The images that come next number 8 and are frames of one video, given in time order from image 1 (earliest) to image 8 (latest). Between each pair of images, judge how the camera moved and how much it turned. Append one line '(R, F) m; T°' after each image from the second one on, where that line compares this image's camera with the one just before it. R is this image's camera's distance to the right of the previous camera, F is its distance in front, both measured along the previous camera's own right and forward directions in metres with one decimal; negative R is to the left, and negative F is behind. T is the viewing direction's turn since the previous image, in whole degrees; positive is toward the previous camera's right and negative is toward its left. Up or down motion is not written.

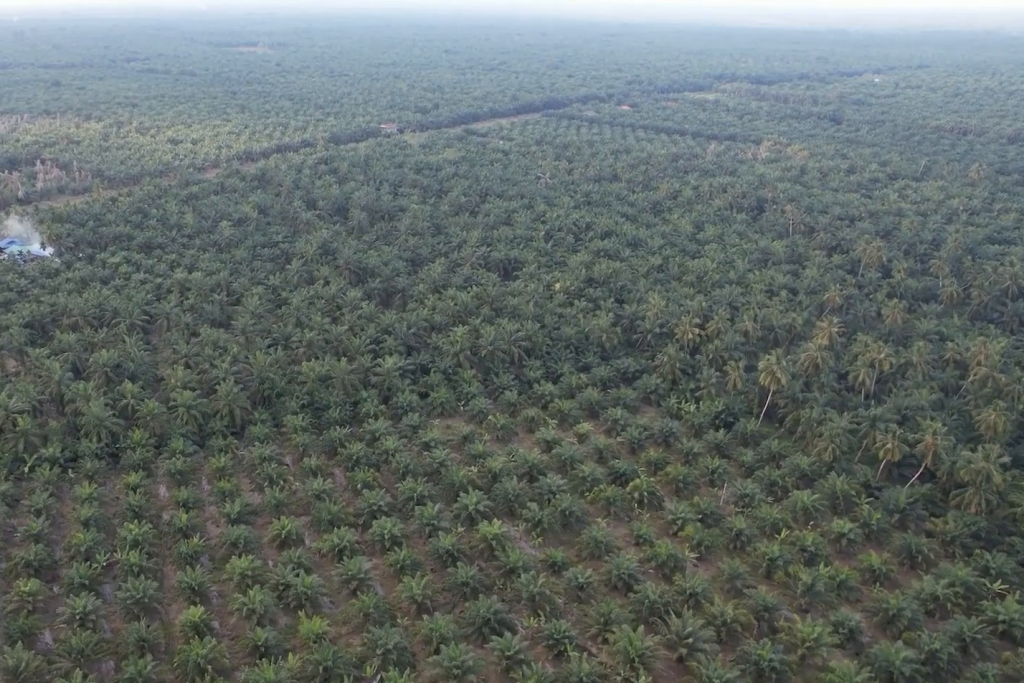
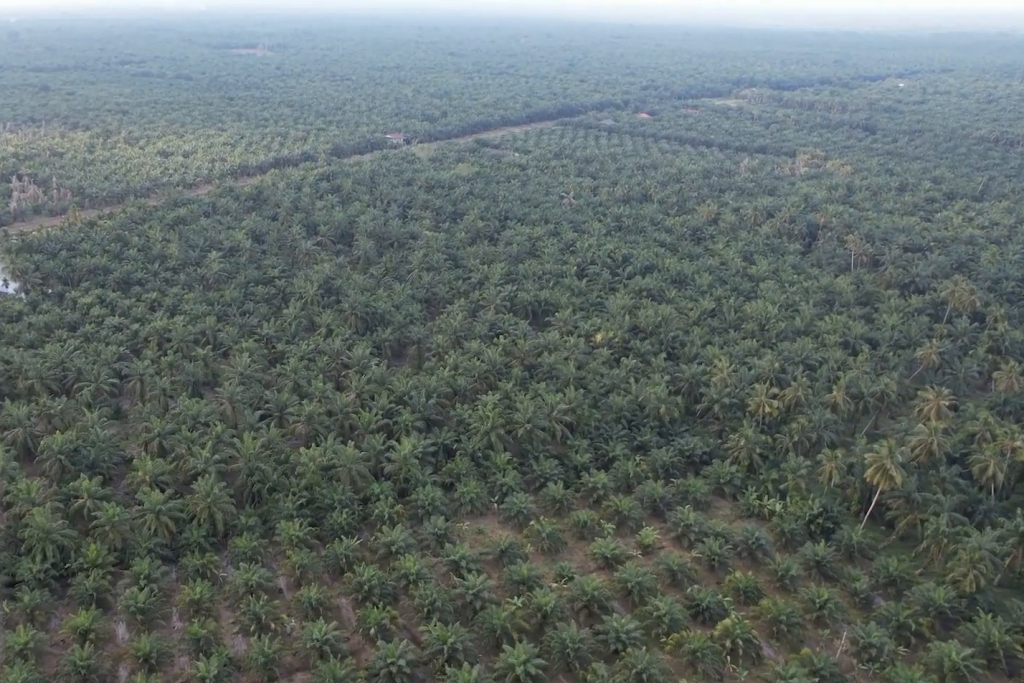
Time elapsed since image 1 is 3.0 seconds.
(0.0, +42.3) m; 0°
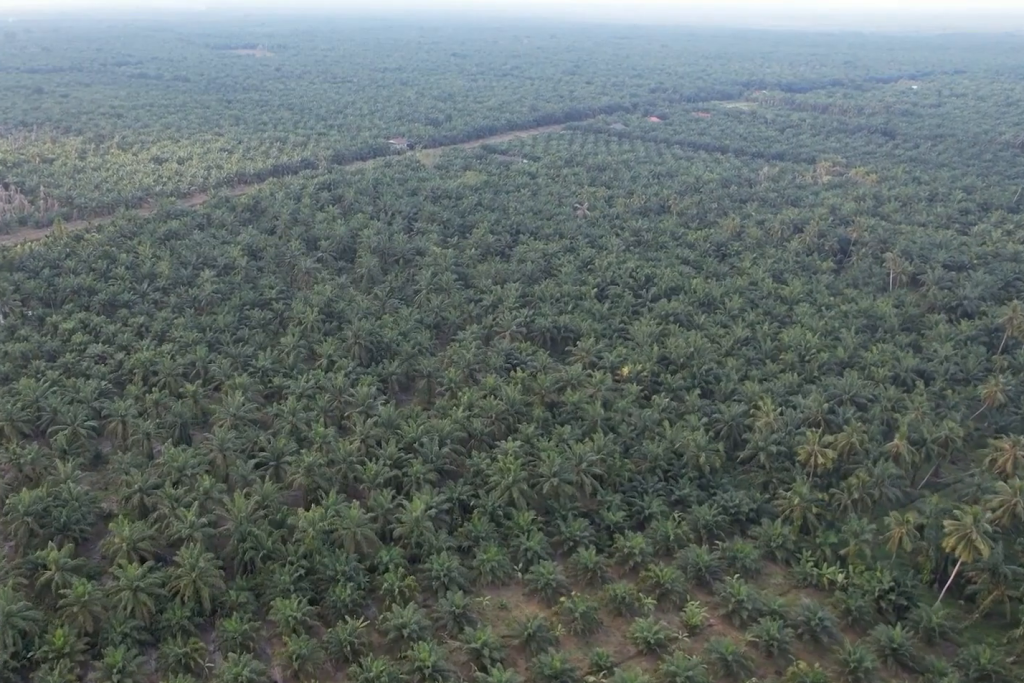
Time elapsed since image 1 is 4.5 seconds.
(0.0, +22.1) m; 0°
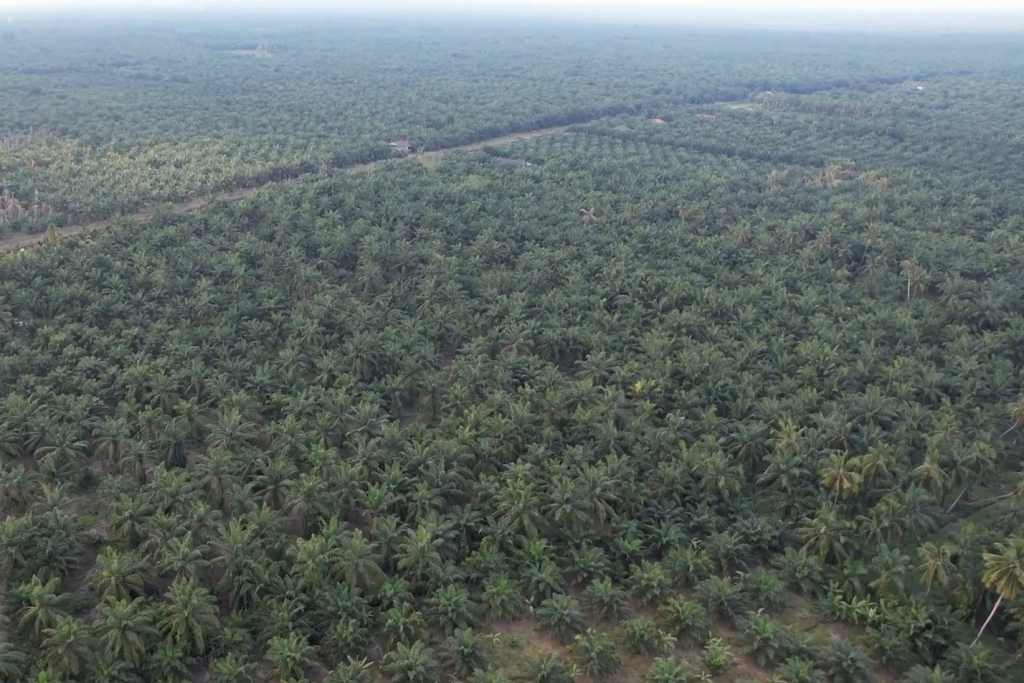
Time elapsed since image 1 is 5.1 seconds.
(0.0, +8.9) m; 0°
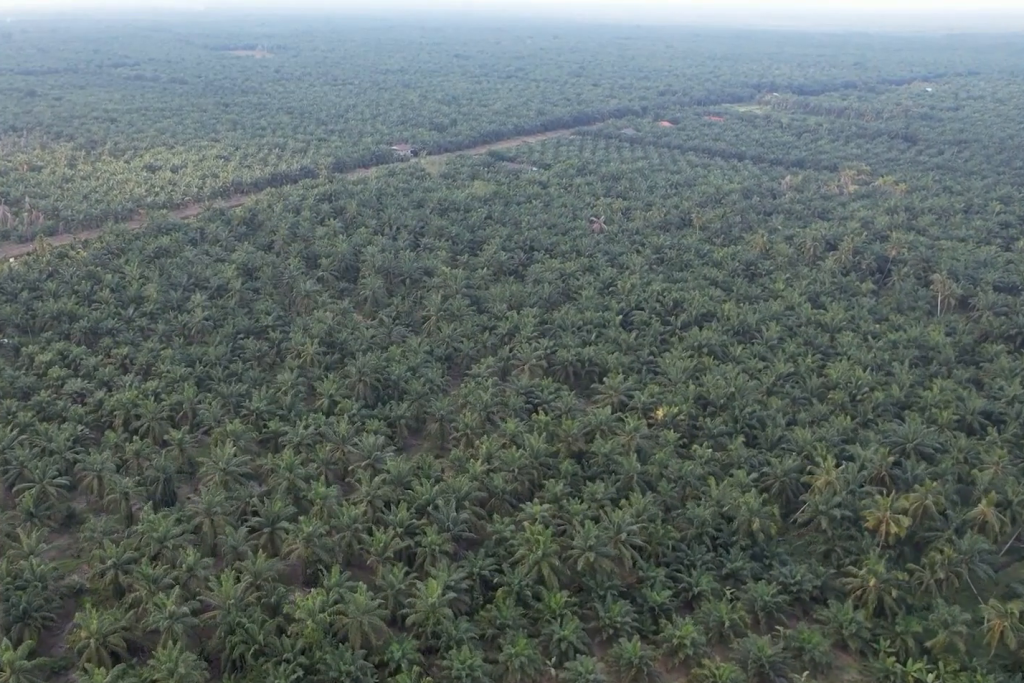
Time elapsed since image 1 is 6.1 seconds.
(0.0, +14.3) m; 0°
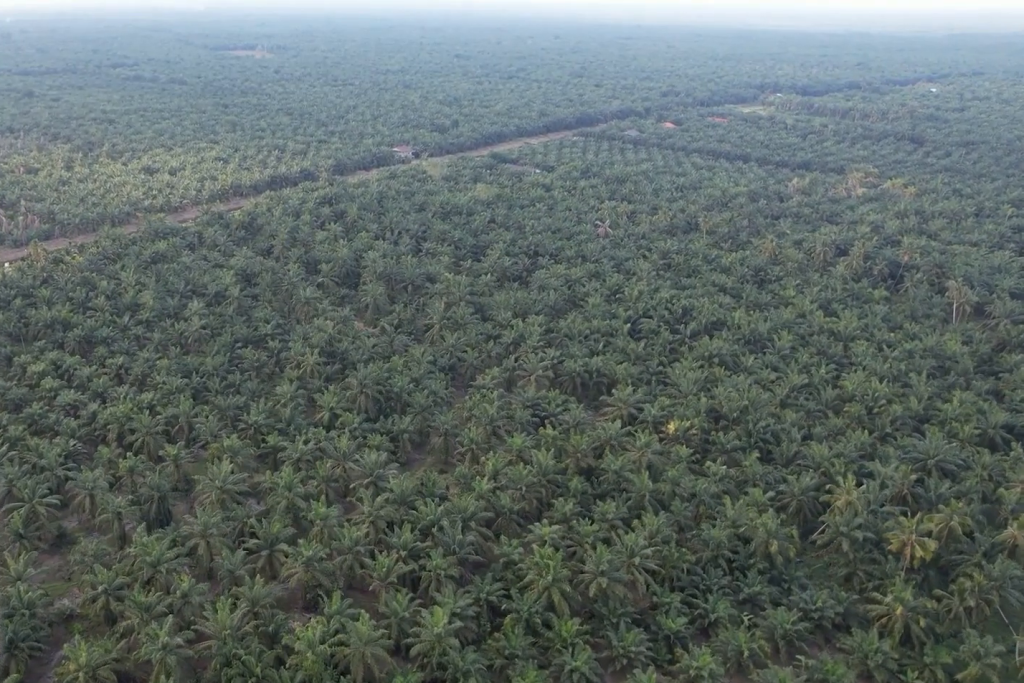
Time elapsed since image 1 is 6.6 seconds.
(0.0, +6.6) m; 0°
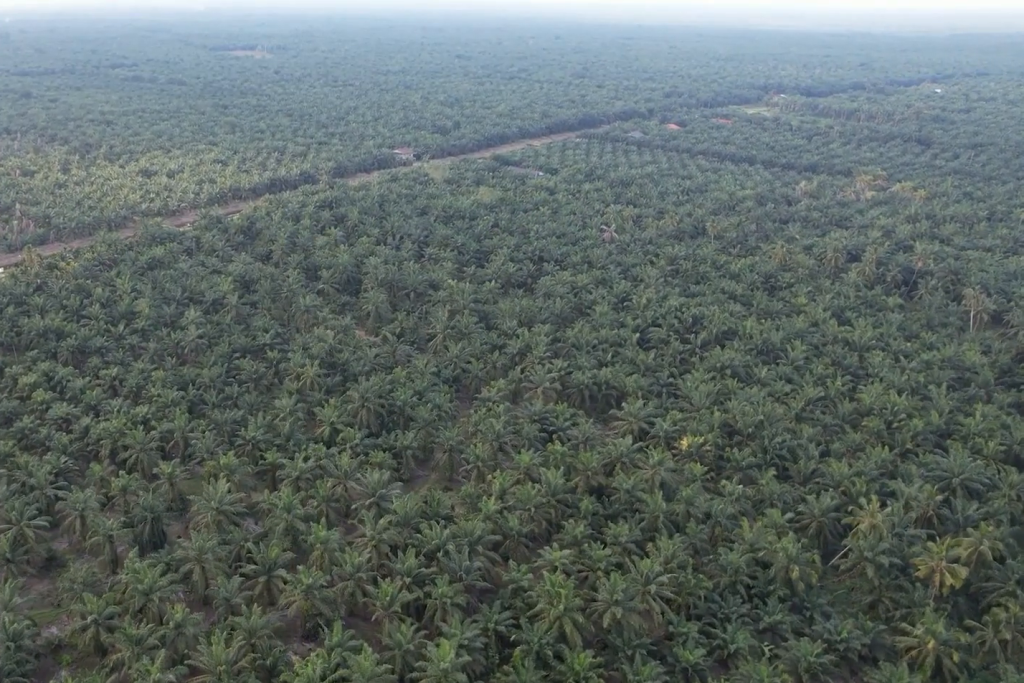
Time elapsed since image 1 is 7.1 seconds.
(0.0, +7.2) m; 0°
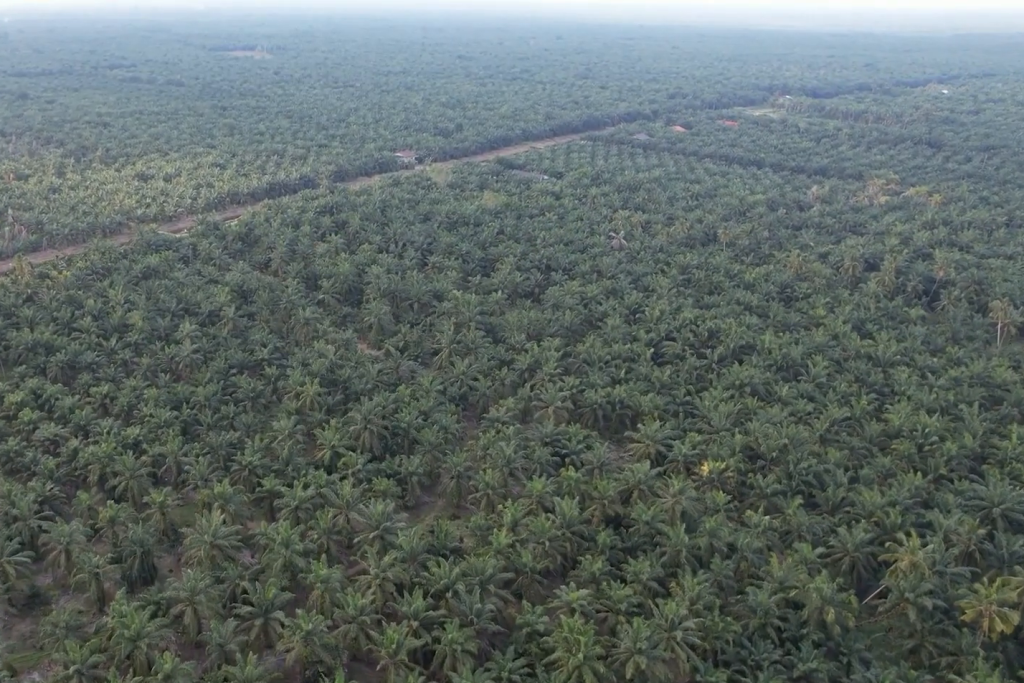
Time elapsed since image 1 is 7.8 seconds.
(0.0, +10.7) m; 0°
